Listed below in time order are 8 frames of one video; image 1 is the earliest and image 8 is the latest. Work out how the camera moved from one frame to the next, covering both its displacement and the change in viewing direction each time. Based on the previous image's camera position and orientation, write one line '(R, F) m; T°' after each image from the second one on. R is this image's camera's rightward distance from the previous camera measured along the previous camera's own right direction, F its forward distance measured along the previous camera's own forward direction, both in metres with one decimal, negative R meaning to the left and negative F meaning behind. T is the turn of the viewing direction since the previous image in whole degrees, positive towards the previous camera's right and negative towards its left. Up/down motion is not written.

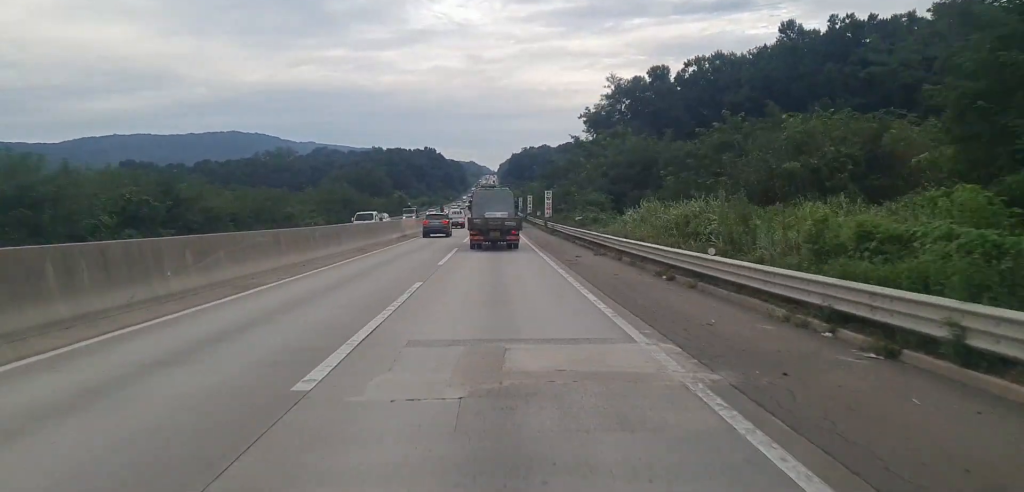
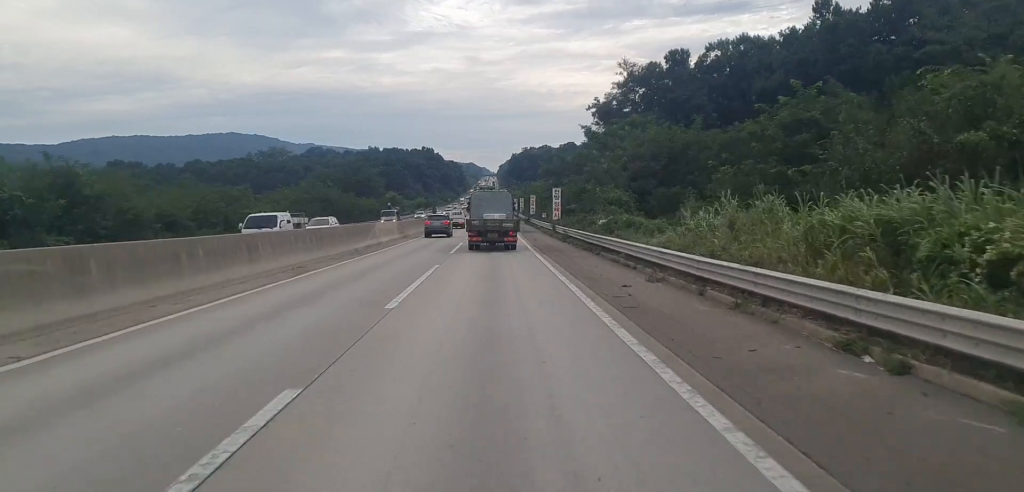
(+0.1, +13.2) m; 0°
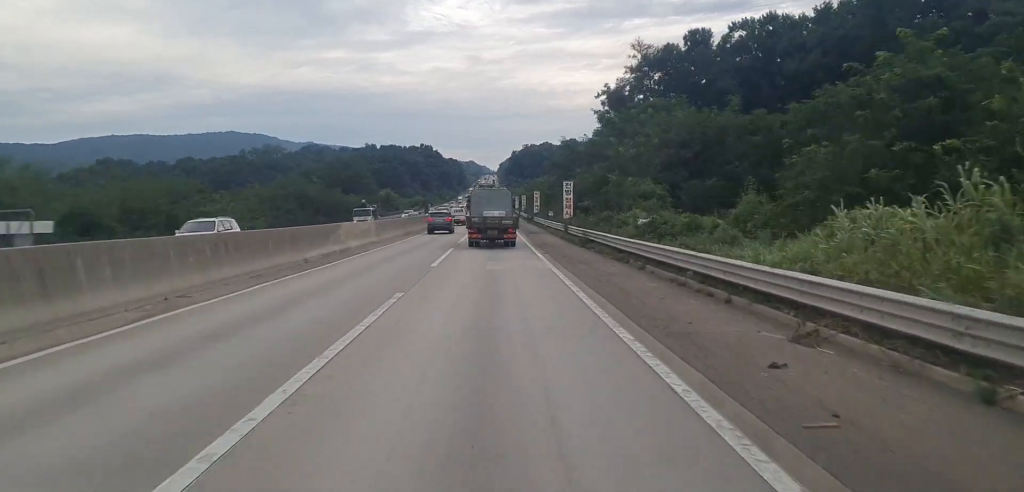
(0.0, +10.4) m; 0°
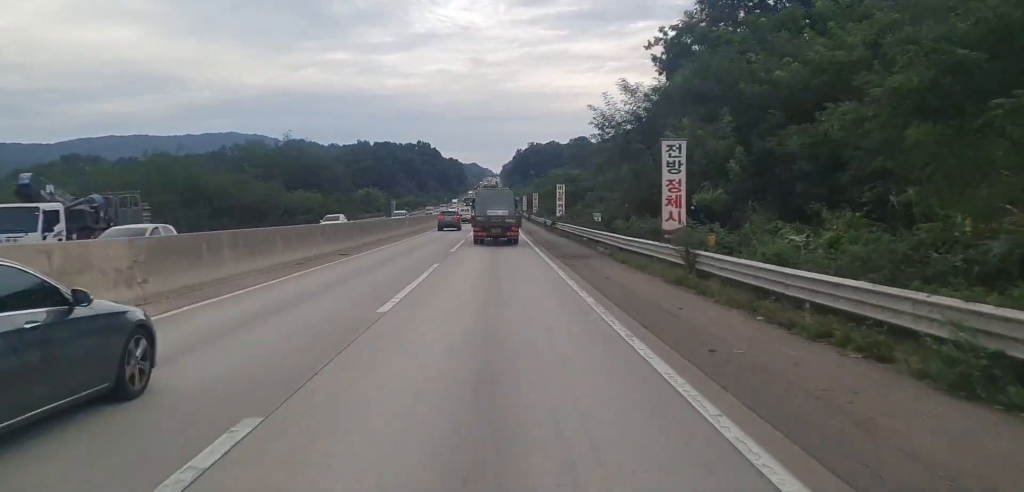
(0.0, +29.0) m; 0°
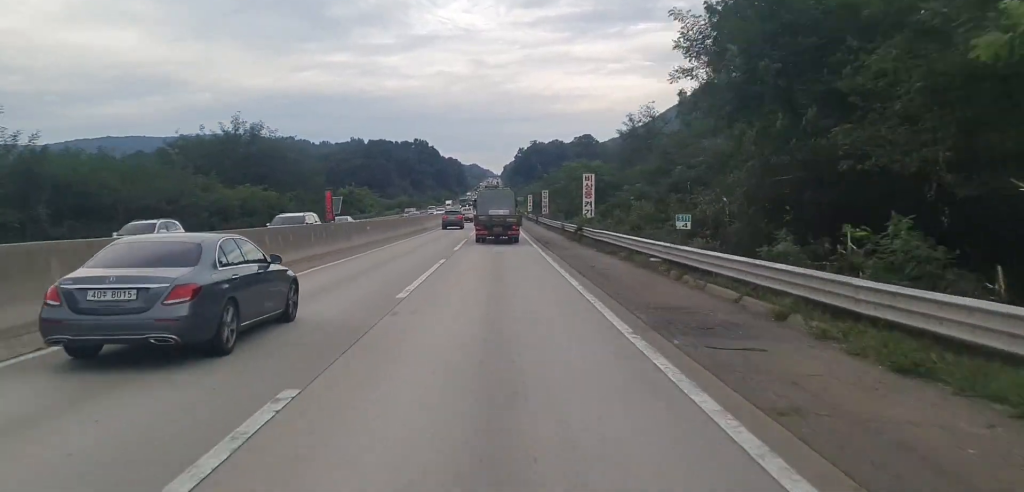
(0.0, +15.5) m; 0°
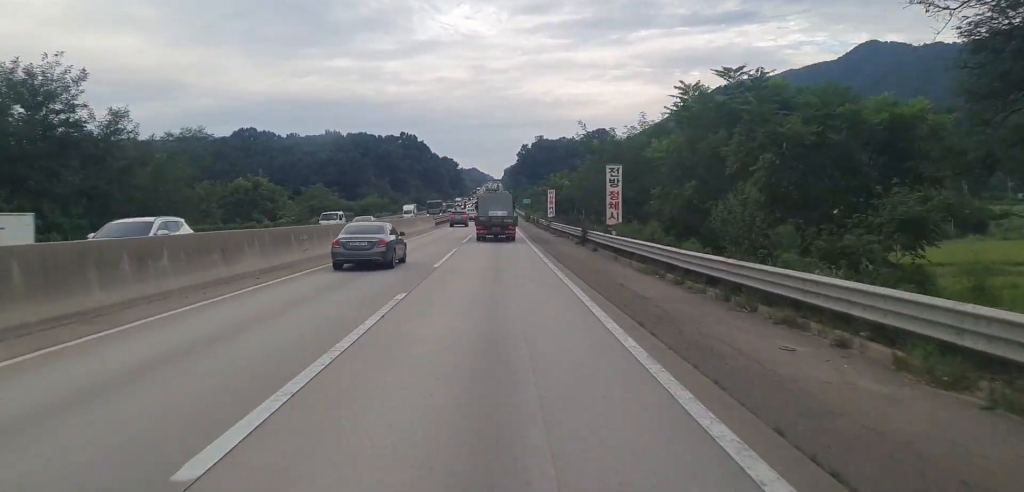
(-0.3, +47.9) m; -1°
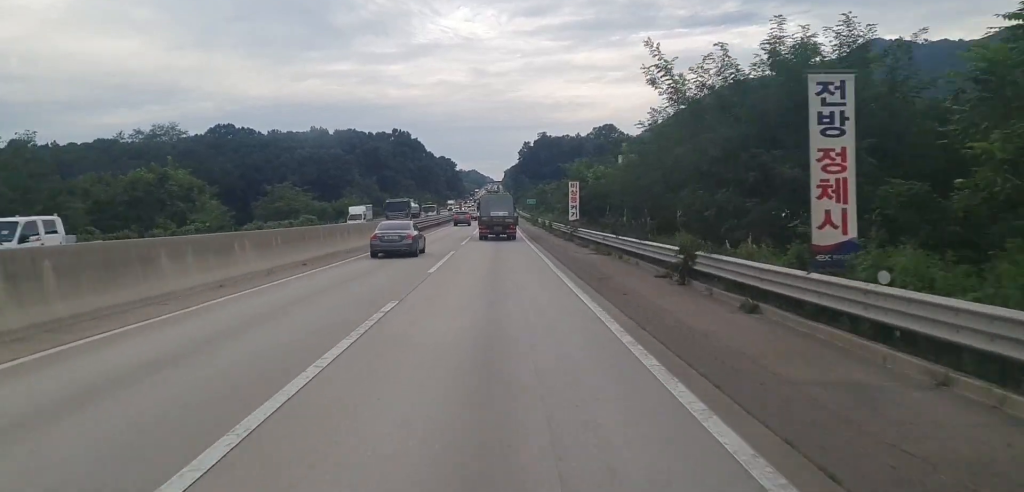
(0.0, +22.4) m; 0°
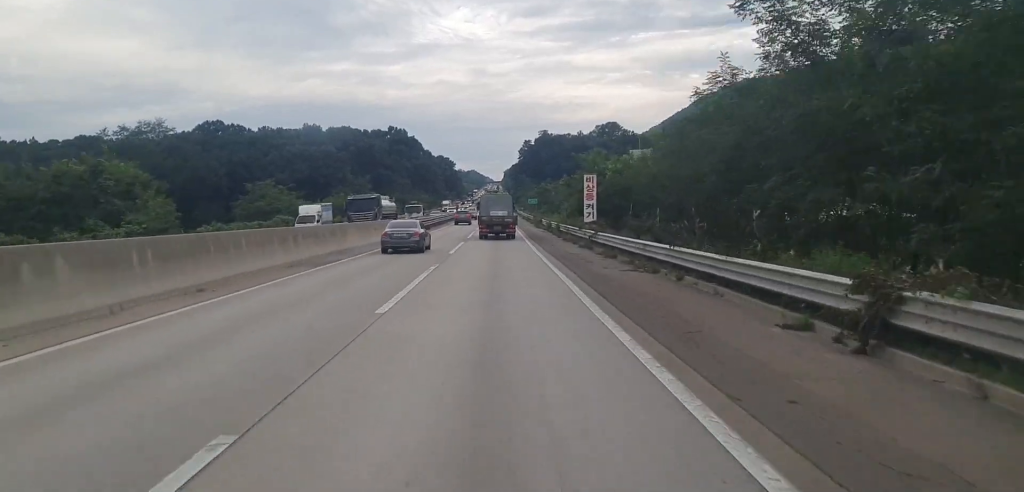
(0.0, +9.9) m; 0°
